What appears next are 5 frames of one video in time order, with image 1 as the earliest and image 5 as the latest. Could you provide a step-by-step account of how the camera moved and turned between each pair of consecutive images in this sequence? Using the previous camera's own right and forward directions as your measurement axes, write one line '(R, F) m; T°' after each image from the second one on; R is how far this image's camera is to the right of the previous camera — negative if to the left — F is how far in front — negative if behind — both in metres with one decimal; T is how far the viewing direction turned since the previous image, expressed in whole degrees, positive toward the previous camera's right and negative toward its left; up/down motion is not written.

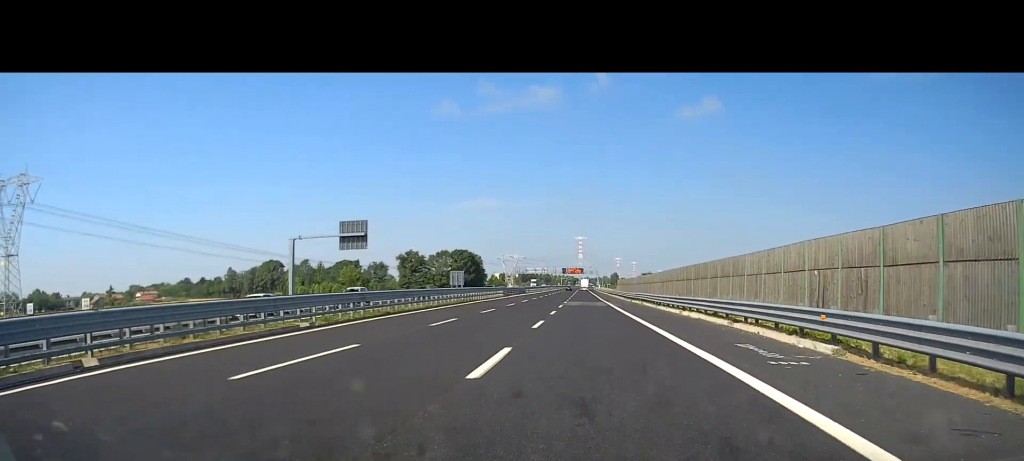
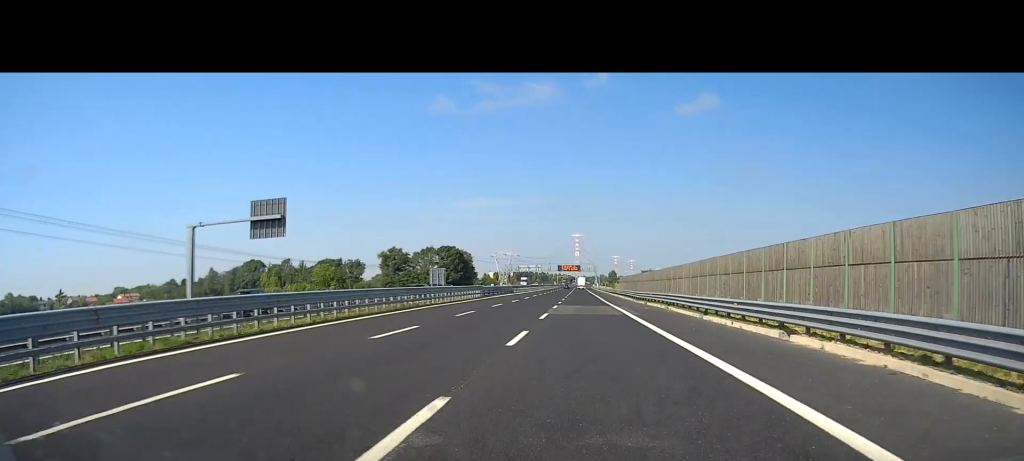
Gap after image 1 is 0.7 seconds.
(-0.3, +18.4) m; 0°
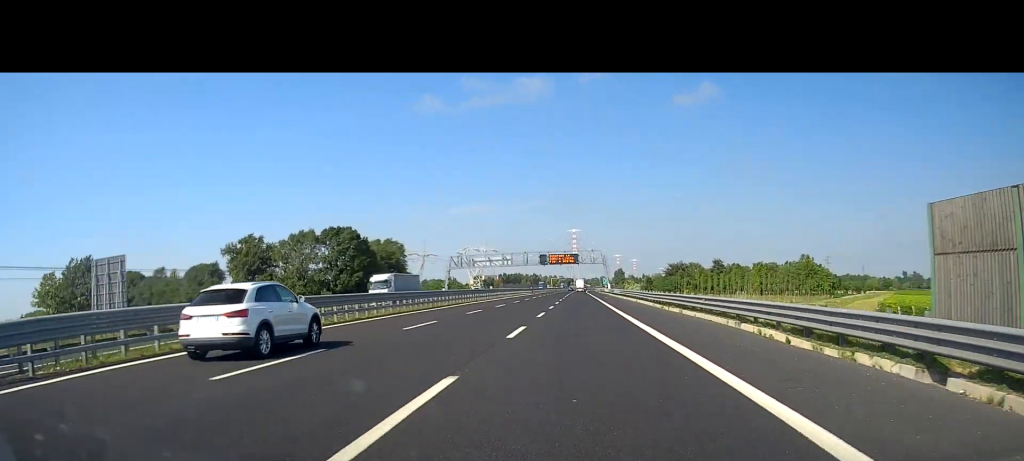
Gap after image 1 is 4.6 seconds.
(+1.3, +102.7) m; +1°
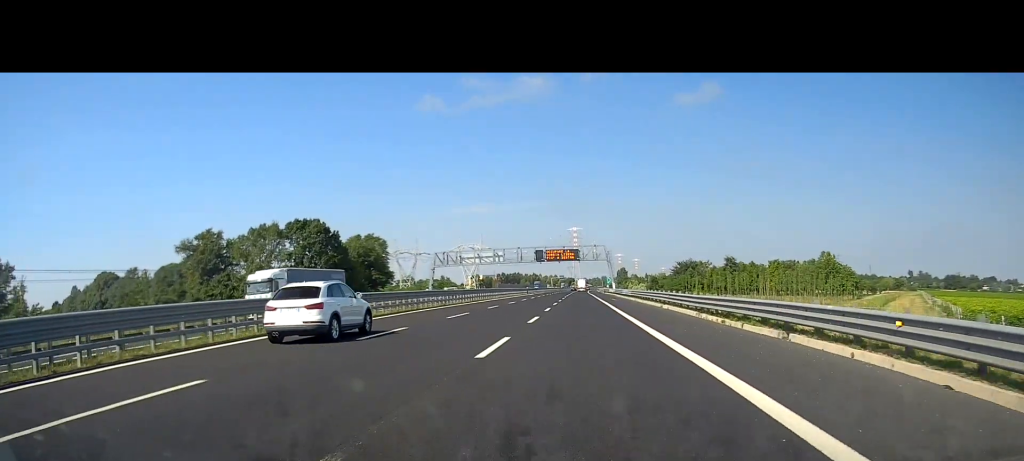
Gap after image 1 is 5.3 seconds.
(+0.1, +16.3) m; 0°
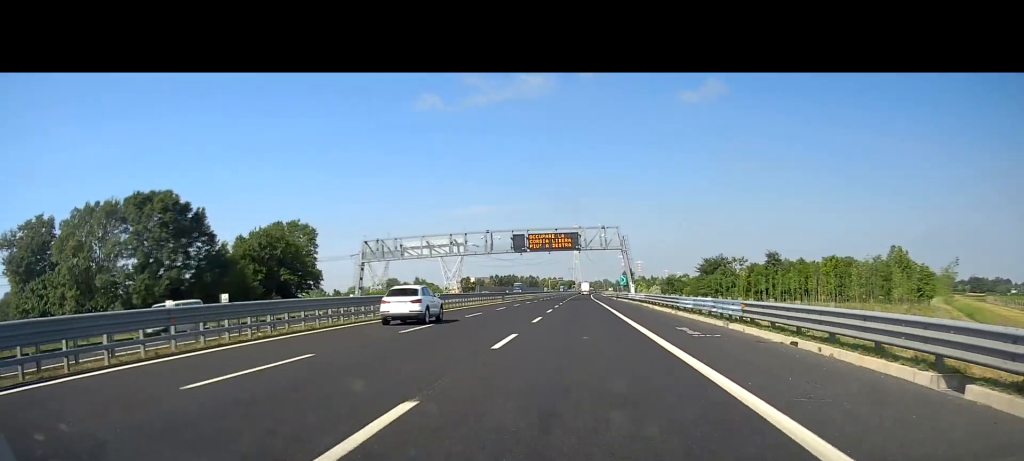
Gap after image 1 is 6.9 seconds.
(-0.1, +42.9) m; -1°
